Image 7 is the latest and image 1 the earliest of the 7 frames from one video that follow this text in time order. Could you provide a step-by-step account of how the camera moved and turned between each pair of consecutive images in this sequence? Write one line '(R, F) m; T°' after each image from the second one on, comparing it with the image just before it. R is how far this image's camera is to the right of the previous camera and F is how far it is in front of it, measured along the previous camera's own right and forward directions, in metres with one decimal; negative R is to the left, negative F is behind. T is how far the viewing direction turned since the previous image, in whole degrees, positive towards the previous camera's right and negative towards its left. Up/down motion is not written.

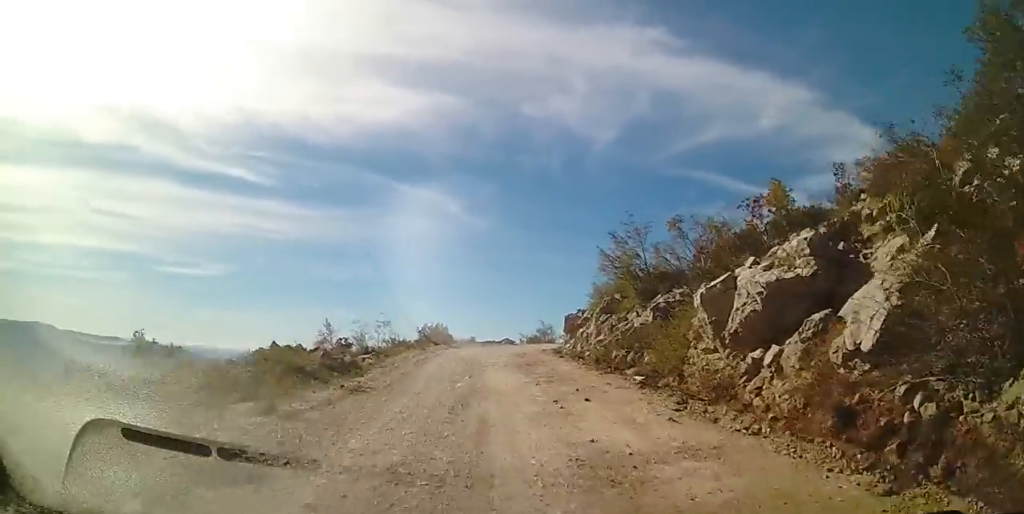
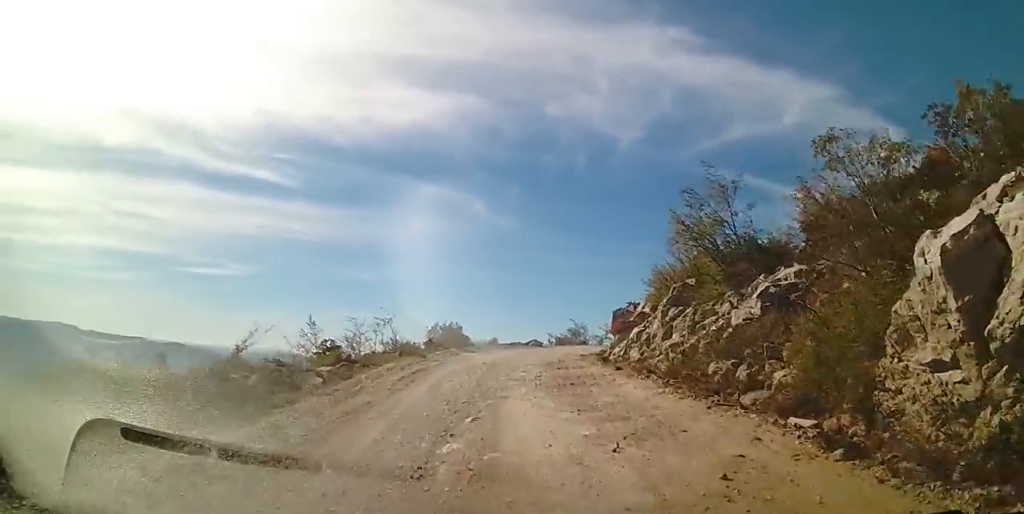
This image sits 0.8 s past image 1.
(0.0, +6.2) m; 0°
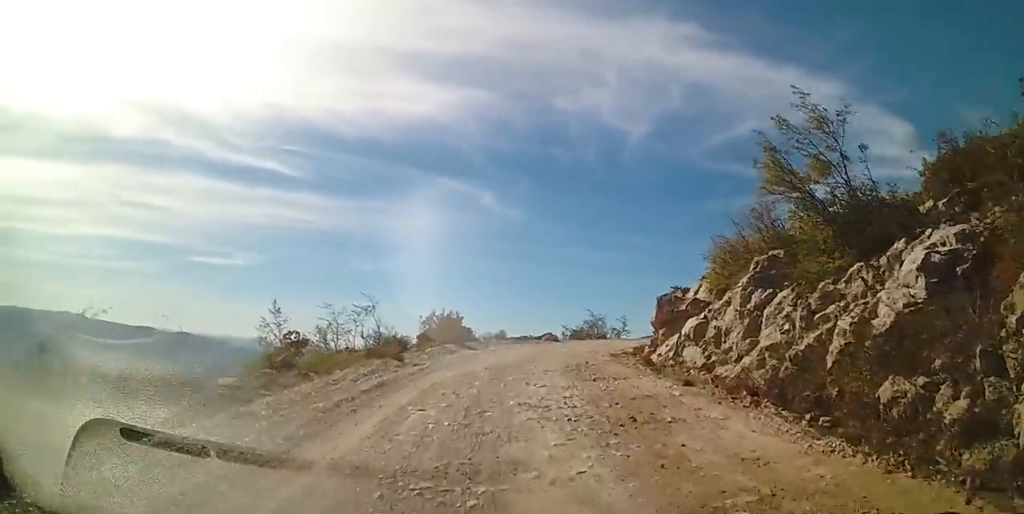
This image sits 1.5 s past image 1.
(+0.2, +5.0) m; -2°
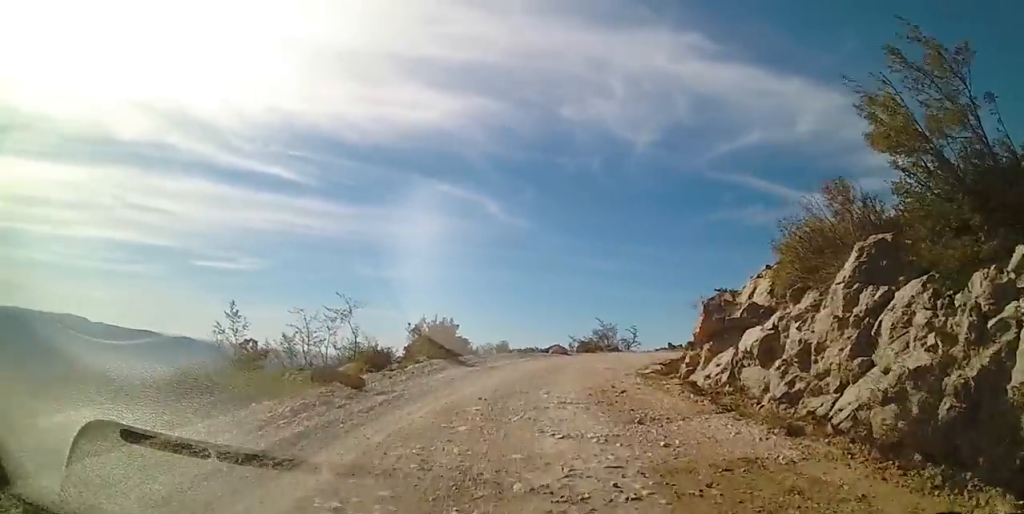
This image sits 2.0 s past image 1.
(-0.2, +3.6) m; -1°
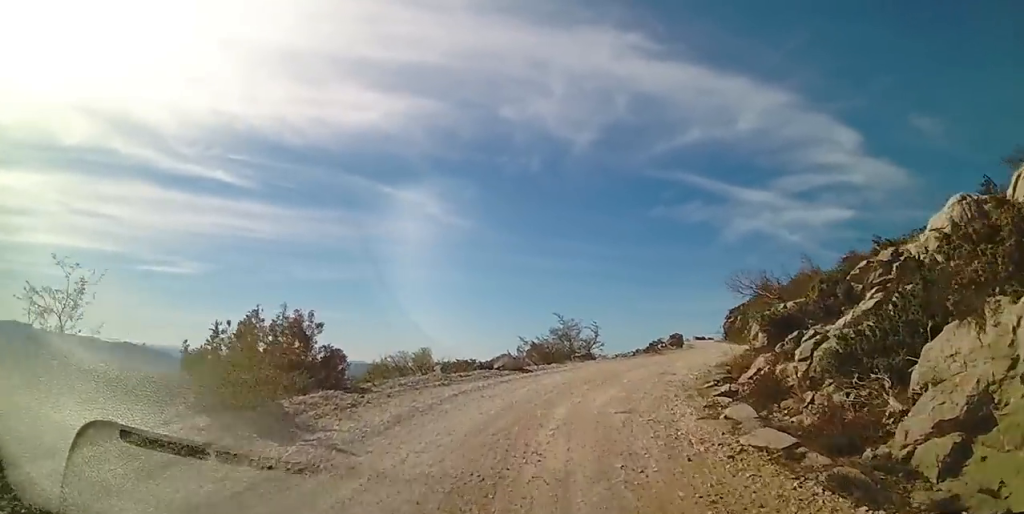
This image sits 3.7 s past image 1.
(-0.1, +10.8) m; +7°
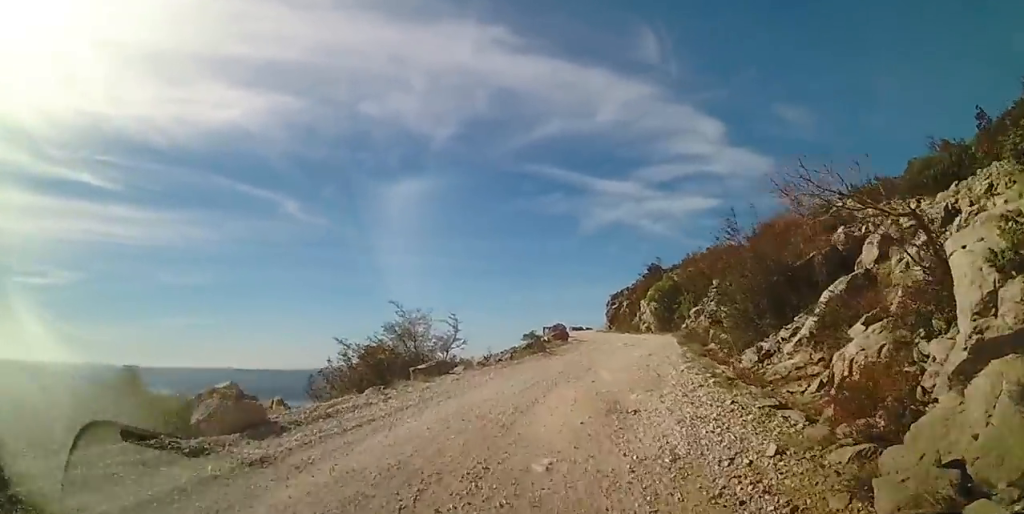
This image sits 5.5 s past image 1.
(+0.6, +10.4) m; +5°
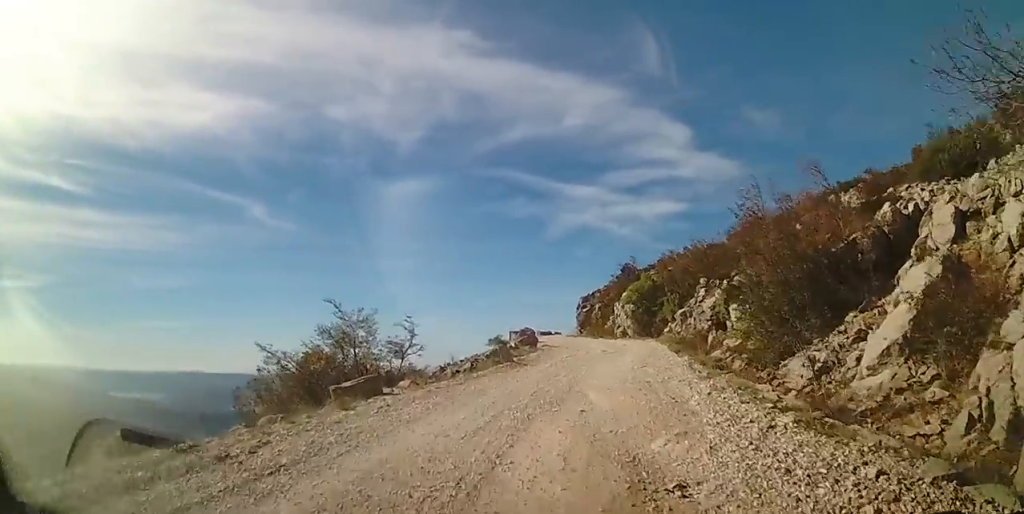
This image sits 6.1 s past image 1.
(+0.2, +3.7) m; +8°
